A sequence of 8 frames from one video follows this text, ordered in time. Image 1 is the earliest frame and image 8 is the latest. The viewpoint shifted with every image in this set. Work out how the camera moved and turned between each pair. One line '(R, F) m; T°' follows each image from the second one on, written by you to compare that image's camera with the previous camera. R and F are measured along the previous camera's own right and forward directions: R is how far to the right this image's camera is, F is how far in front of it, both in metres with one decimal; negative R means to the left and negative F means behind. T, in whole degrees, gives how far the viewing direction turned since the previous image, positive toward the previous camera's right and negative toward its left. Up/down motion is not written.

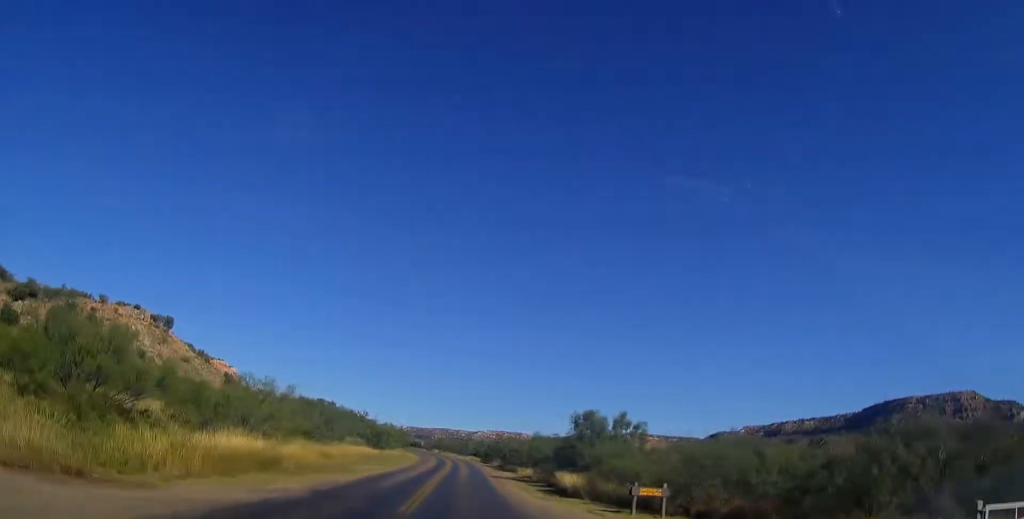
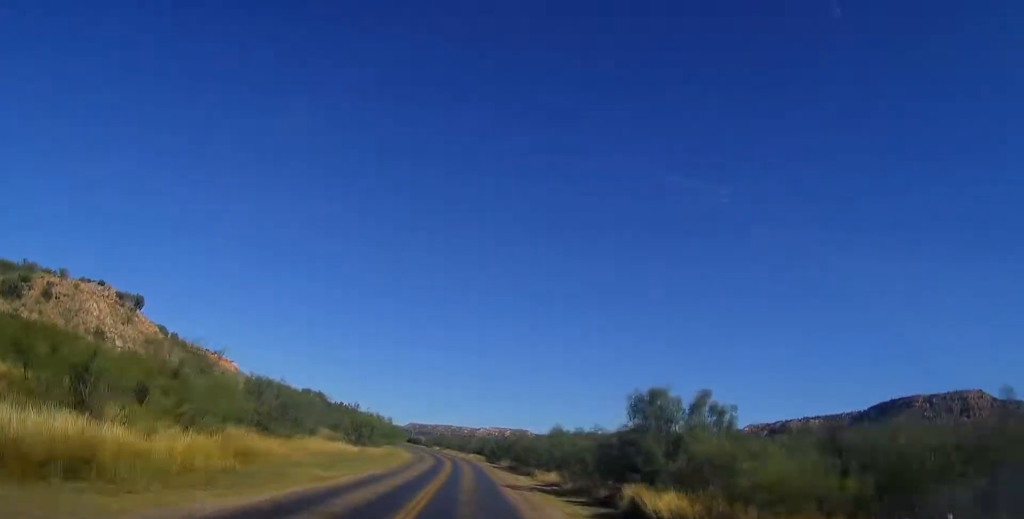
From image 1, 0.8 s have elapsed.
(0.0, +12.9) m; 0°
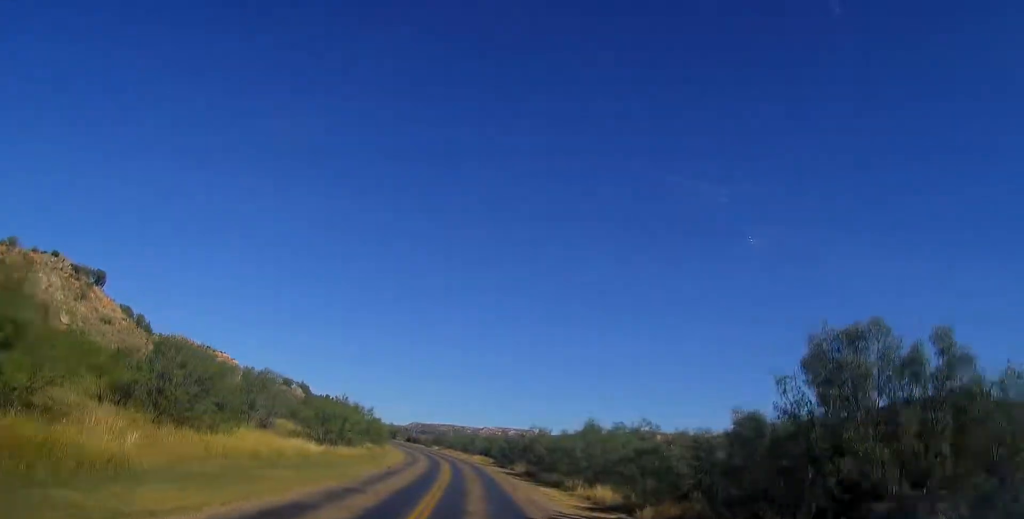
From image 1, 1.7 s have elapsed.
(0.0, +13.4) m; 0°
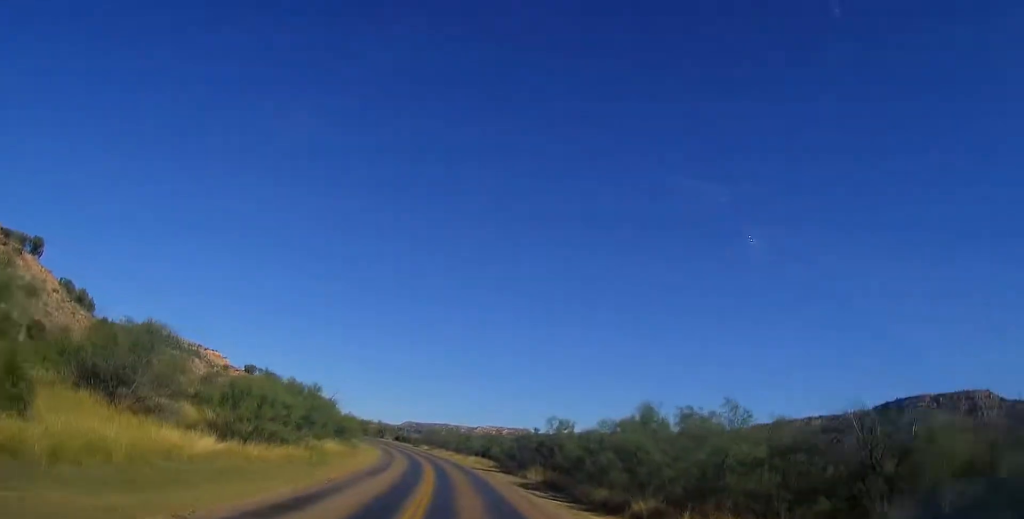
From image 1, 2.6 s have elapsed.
(0.0, +14.5) m; 0°
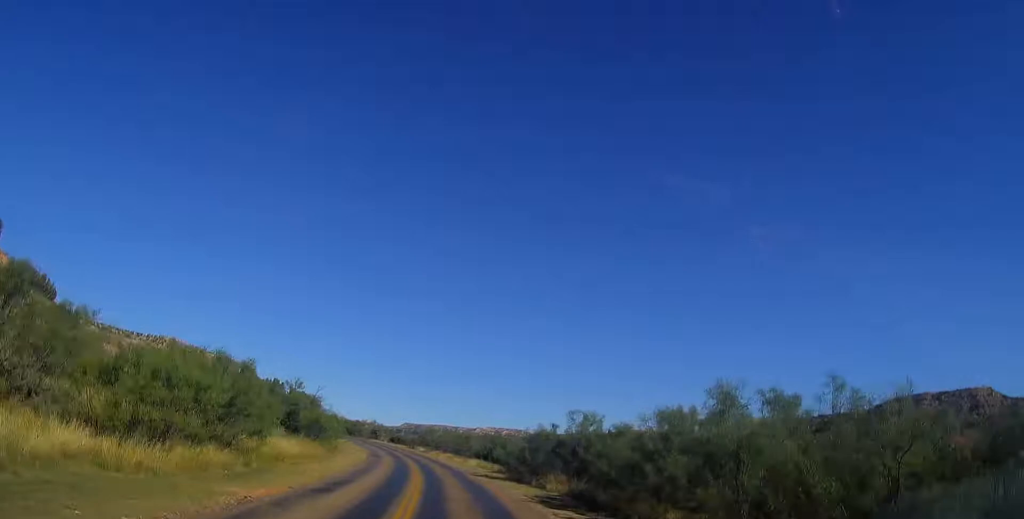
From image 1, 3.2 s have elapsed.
(0.0, +8.9) m; -1°
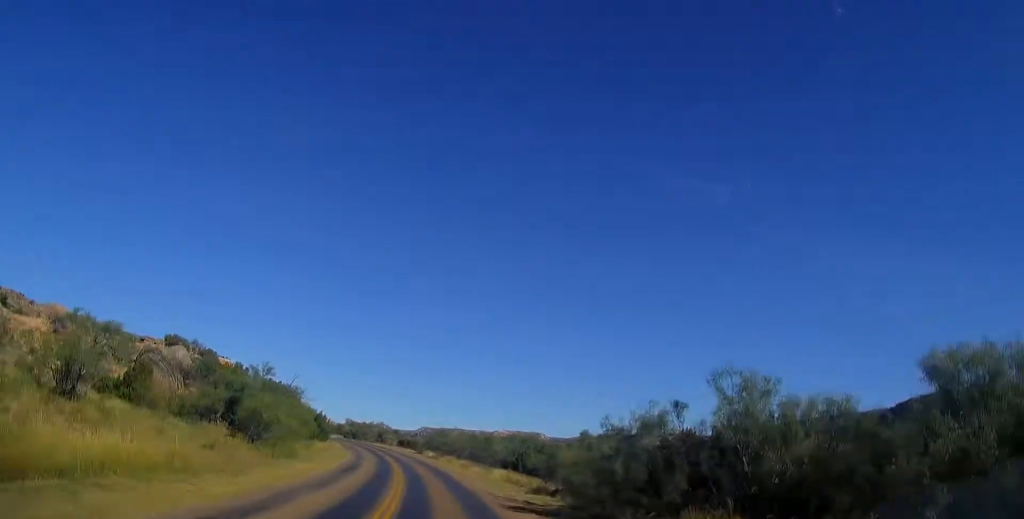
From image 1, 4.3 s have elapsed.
(-0.3, +16.8) m; -2°
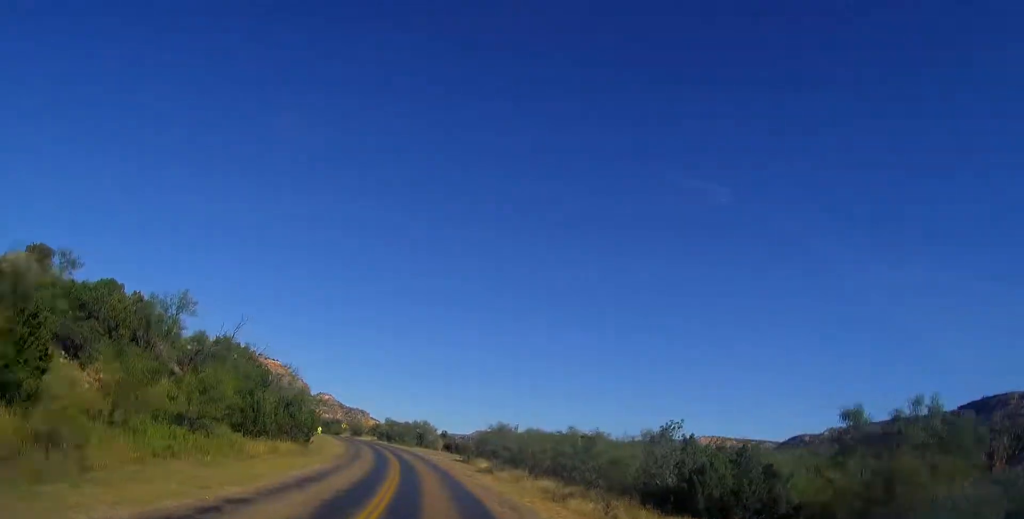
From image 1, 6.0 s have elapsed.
(+0.1, +27.0) m; -3°
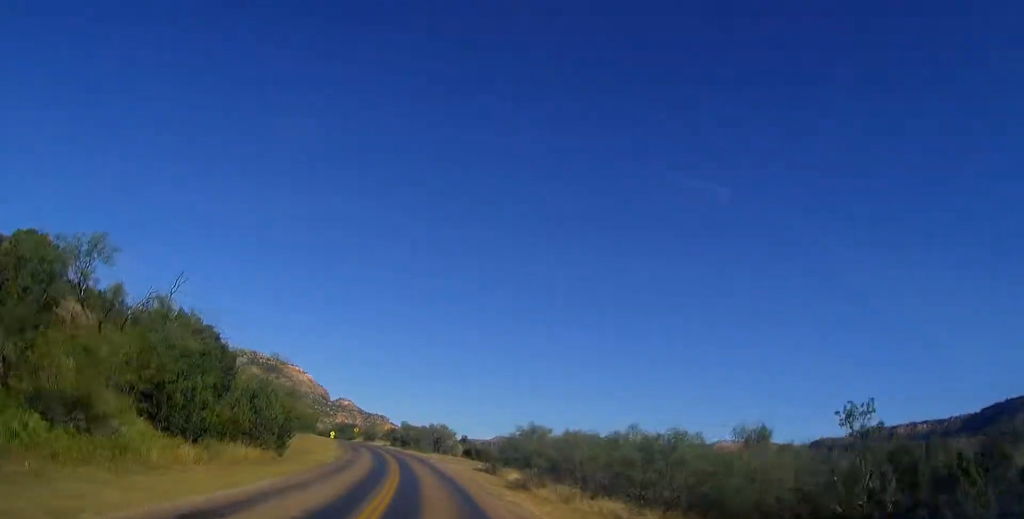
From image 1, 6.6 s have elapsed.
(-0.8, +10.1) m; -3°
